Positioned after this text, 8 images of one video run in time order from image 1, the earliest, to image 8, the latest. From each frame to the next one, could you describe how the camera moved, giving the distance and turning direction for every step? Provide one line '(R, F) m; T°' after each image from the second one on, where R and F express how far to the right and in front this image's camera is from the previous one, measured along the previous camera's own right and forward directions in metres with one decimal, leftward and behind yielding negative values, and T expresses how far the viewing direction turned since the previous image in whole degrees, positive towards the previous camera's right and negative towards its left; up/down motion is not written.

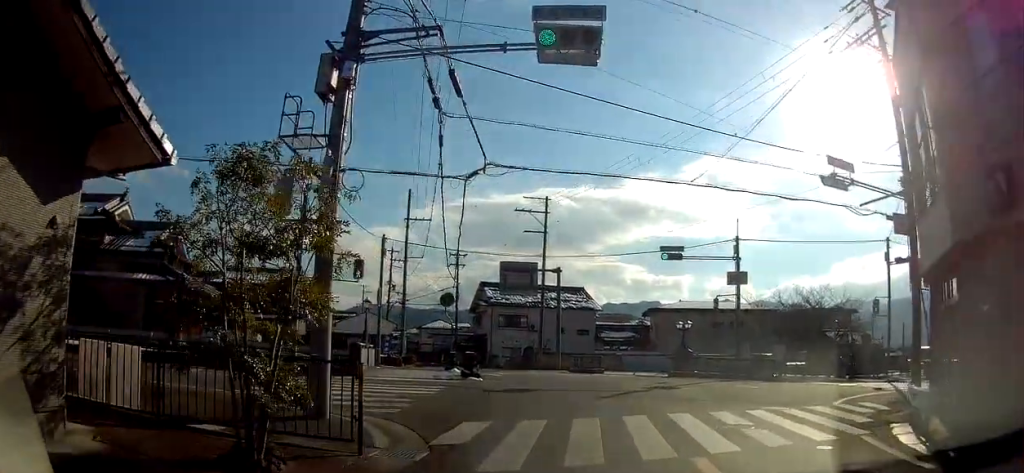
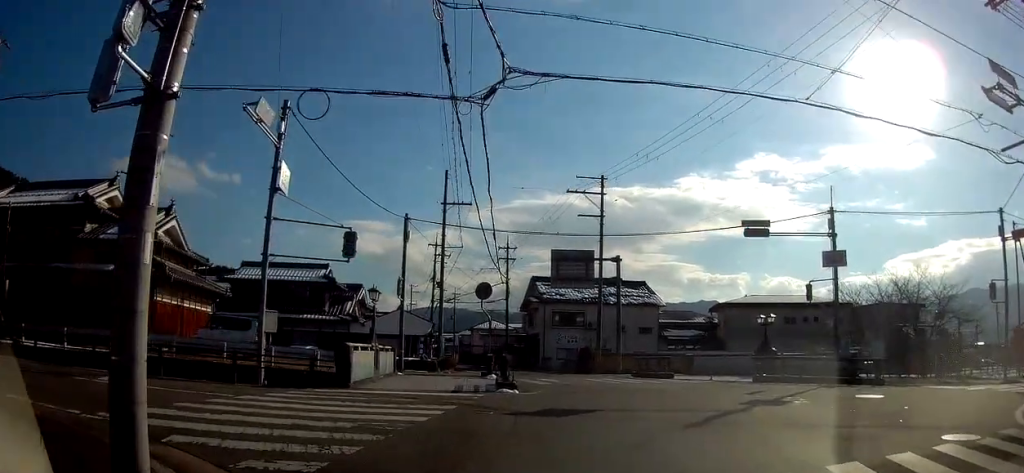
(-0.3, +4.8) m; -8°
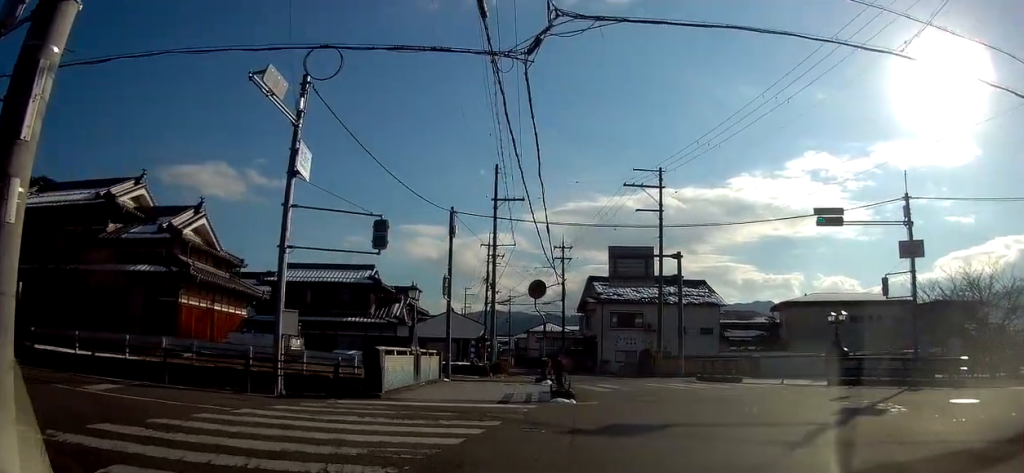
(+0.1, +2.0) m; -7°
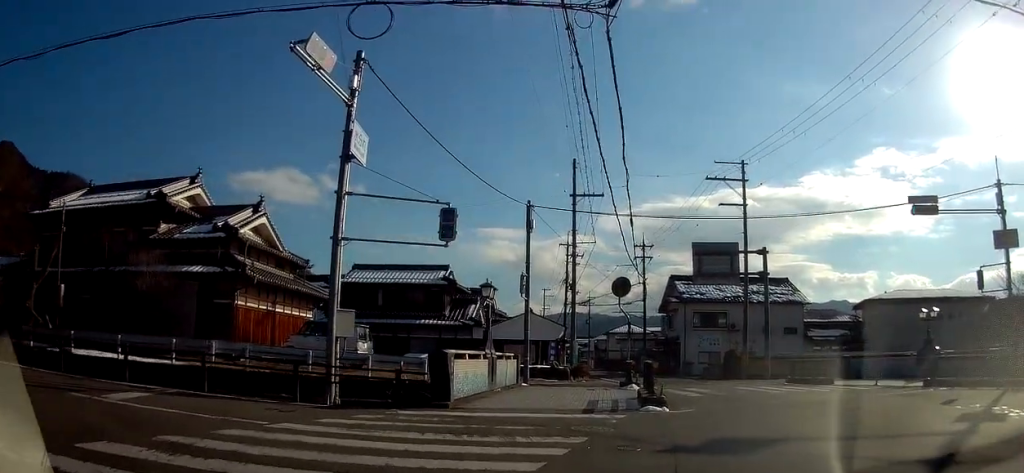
(-0.3, +1.7) m; -16°
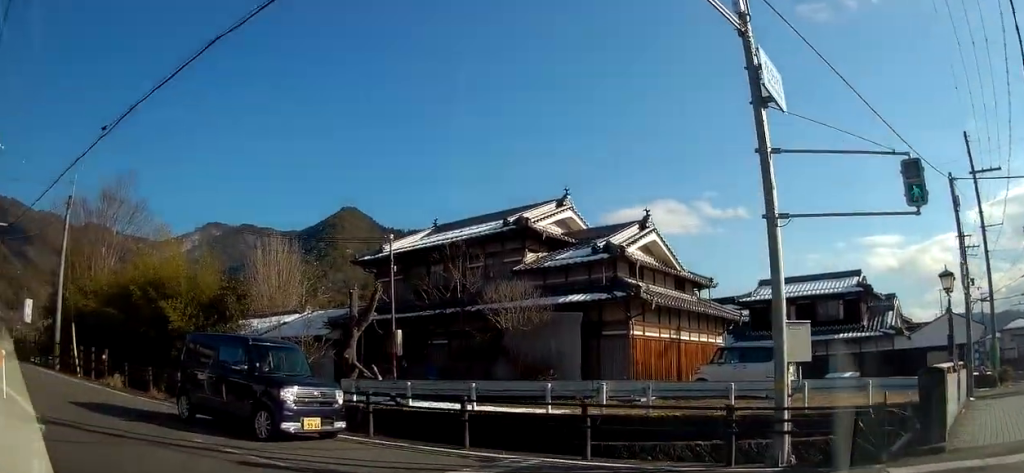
(-1.9, +3.7) m; -50°
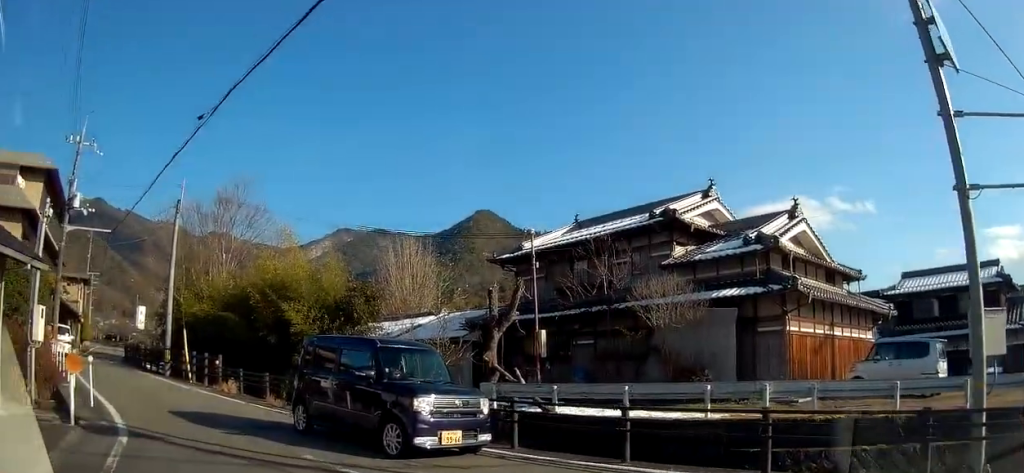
(-0.1, +1.1) m; -7°
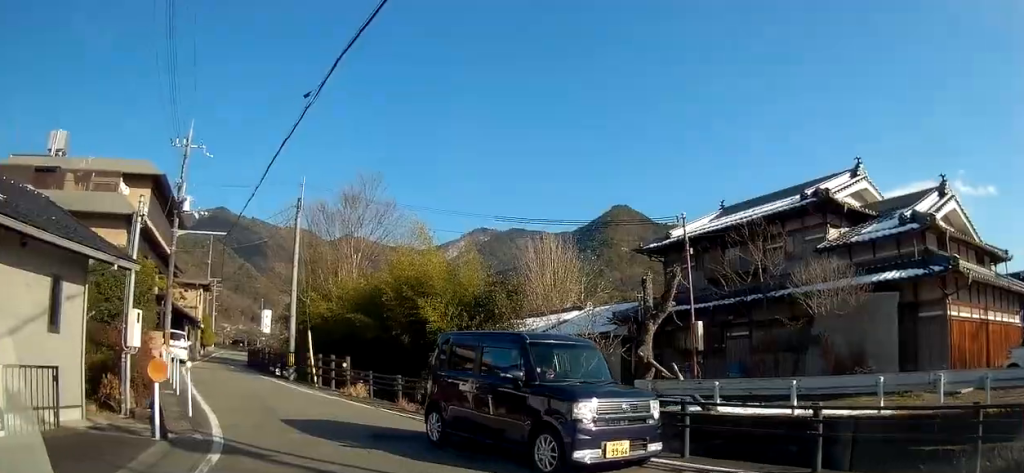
(-0.1, +1.2) m; -6°
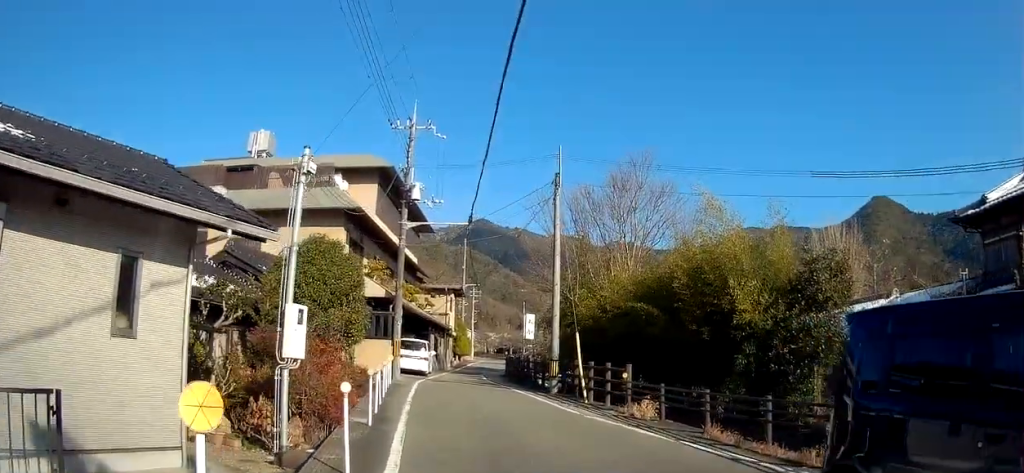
(-0.6, +4.7) m; -13°
